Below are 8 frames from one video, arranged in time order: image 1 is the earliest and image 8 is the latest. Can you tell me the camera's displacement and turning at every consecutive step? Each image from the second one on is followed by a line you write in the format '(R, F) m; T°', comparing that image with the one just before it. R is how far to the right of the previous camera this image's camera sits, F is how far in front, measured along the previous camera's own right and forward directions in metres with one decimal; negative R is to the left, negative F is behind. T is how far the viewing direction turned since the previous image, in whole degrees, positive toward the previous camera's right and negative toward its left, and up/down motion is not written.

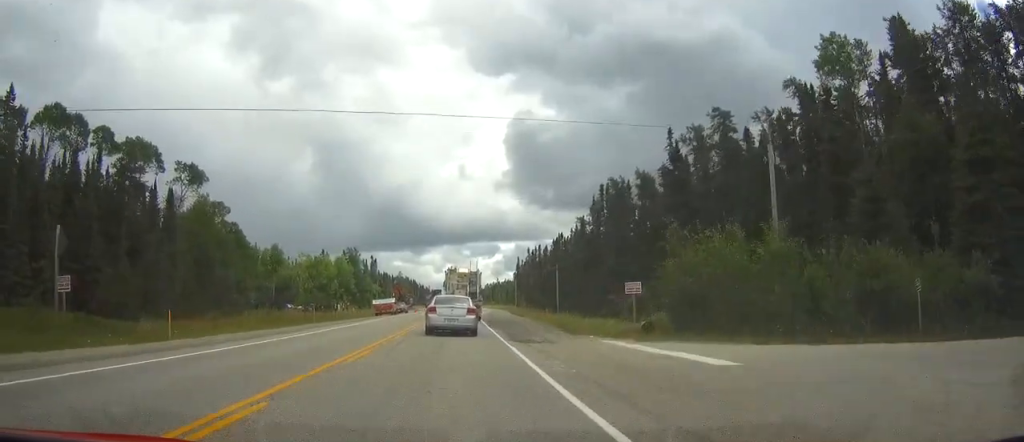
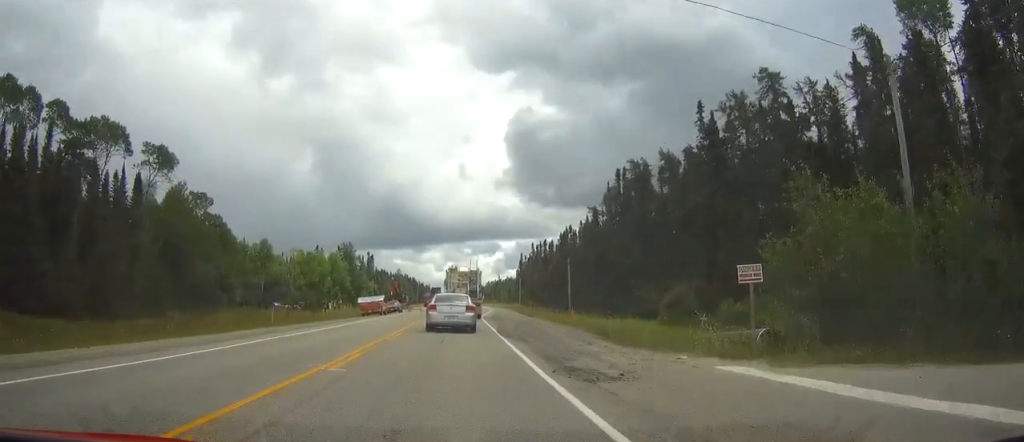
(0.0, +11.1) m; 0°
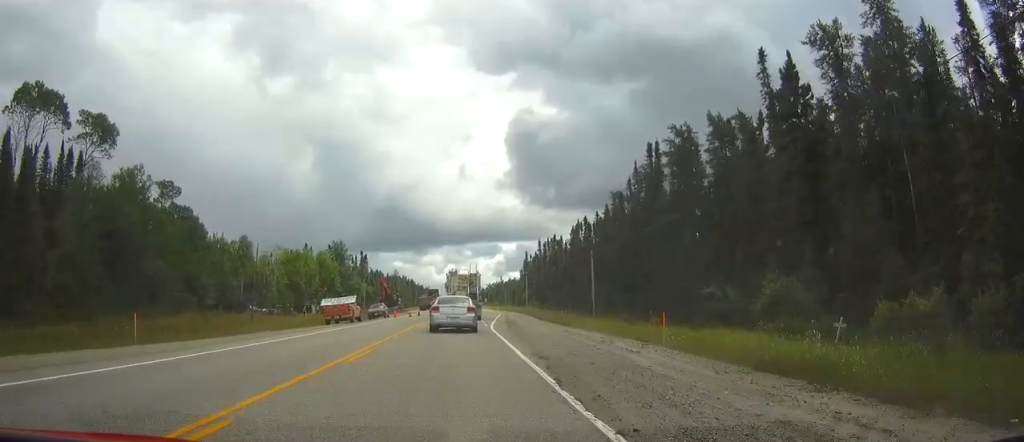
(0.0, +16.8) m; 0°
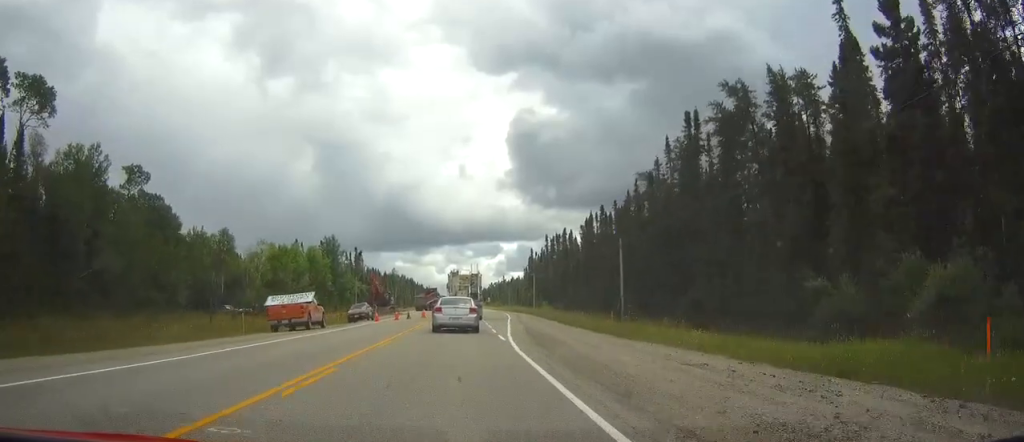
(+0.1, +13.4) m; 0°
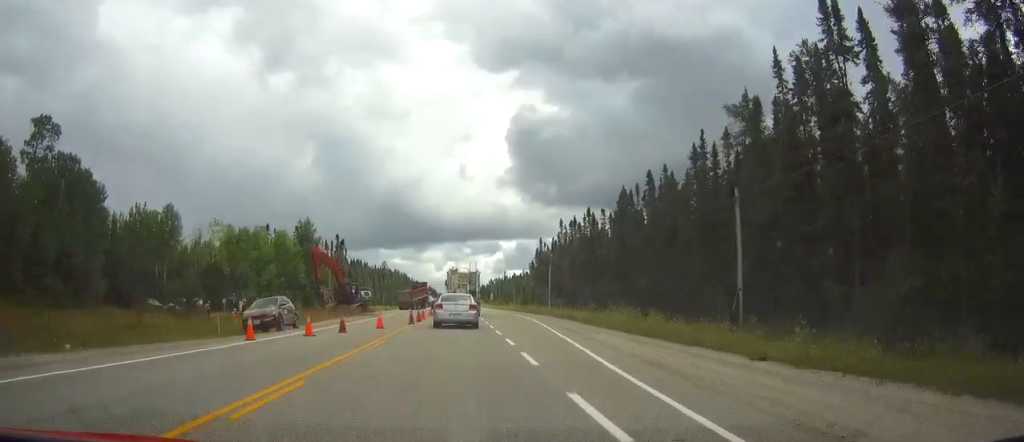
(+0.2, +28.1) m; +1°
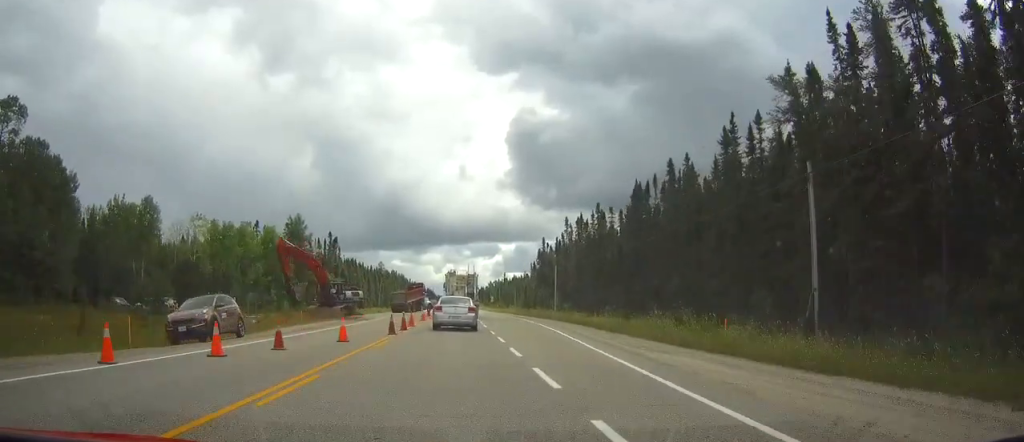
(0.0, +8.7) m; 0°
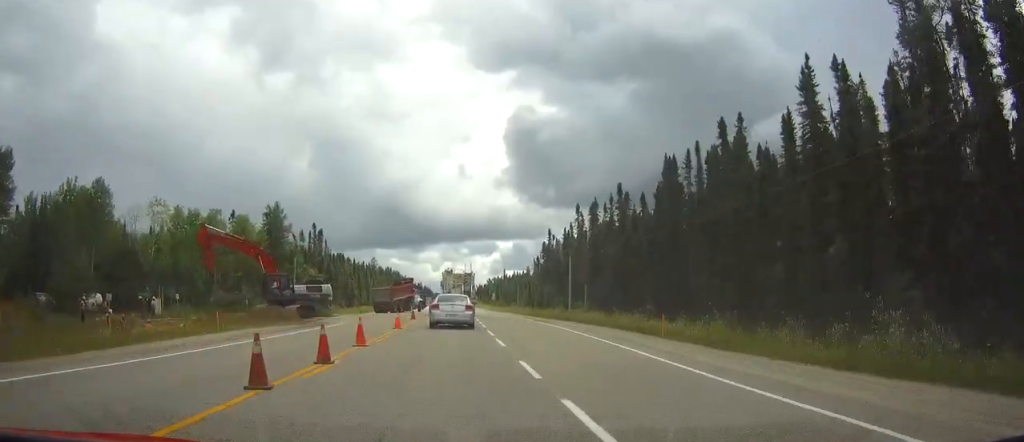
(-0.1, +16.0) m; 0°
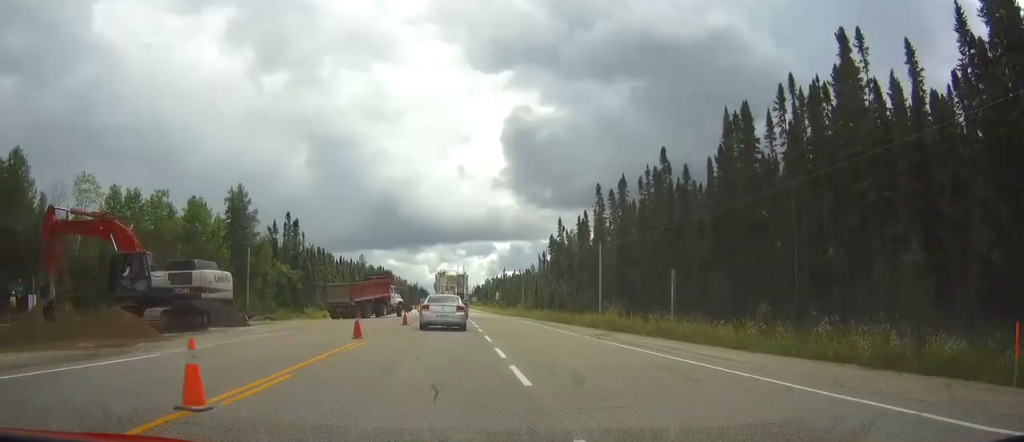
(0.0, +21.1) m; 0°
